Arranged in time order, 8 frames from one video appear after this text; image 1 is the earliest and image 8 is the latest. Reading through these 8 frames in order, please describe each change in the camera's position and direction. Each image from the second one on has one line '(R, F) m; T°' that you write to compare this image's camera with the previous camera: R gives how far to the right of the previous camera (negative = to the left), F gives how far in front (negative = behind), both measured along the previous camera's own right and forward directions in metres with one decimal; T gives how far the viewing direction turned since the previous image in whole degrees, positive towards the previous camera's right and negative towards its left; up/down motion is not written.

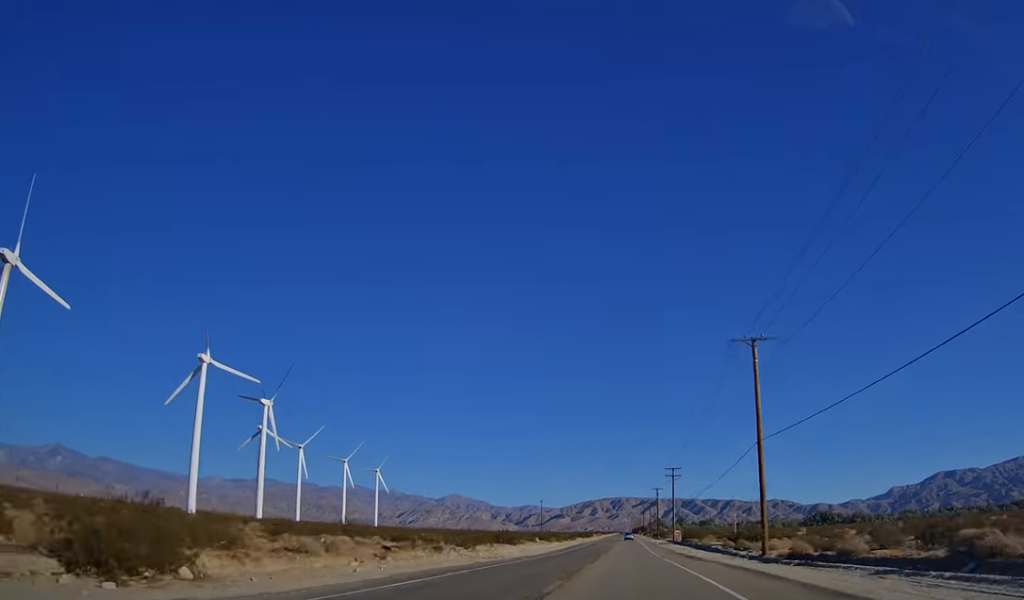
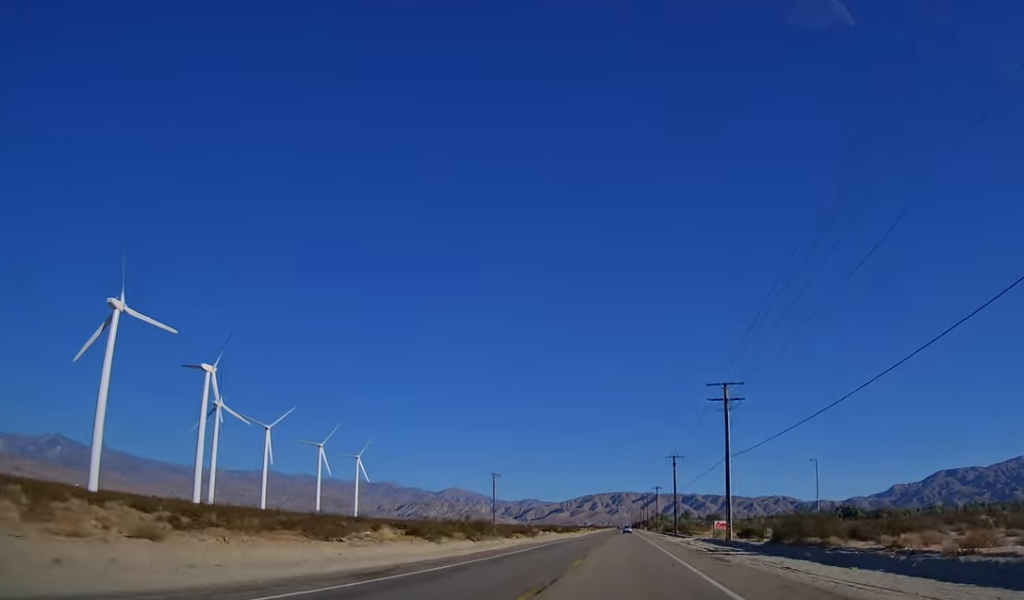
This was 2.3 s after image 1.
(0.0, +64.2) m; 0°
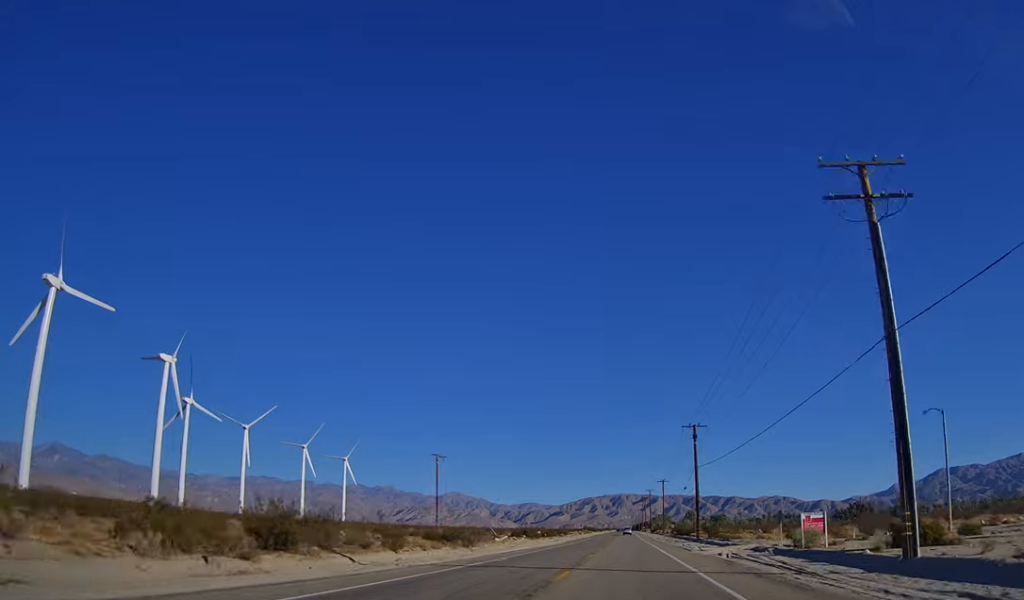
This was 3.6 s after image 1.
(0.0, +34.8) m; 0°
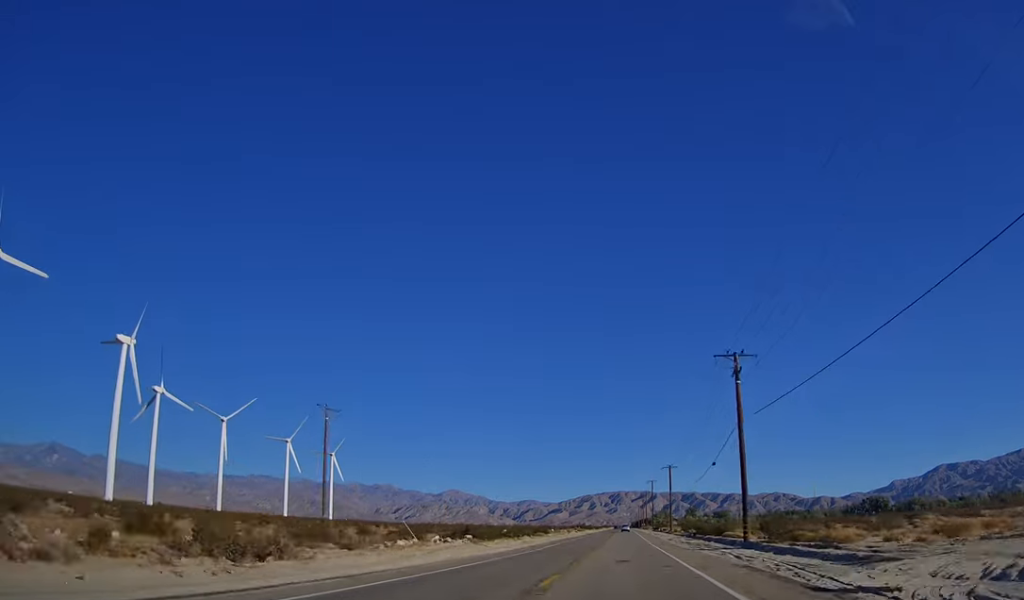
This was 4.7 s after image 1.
(0.0, +31.0) m; 0°
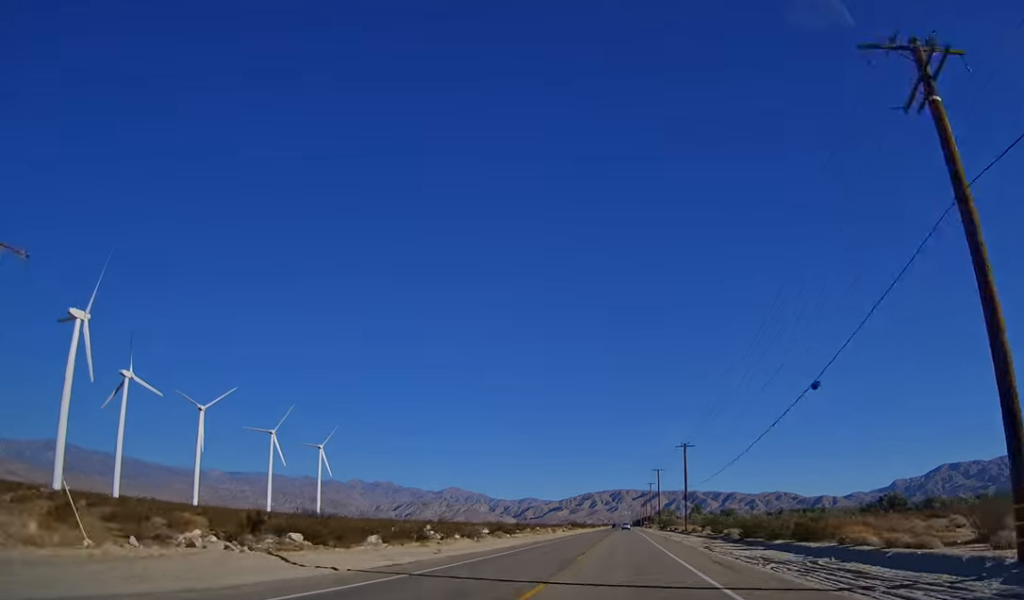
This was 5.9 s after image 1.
(0.0, +32.7) m; 0°
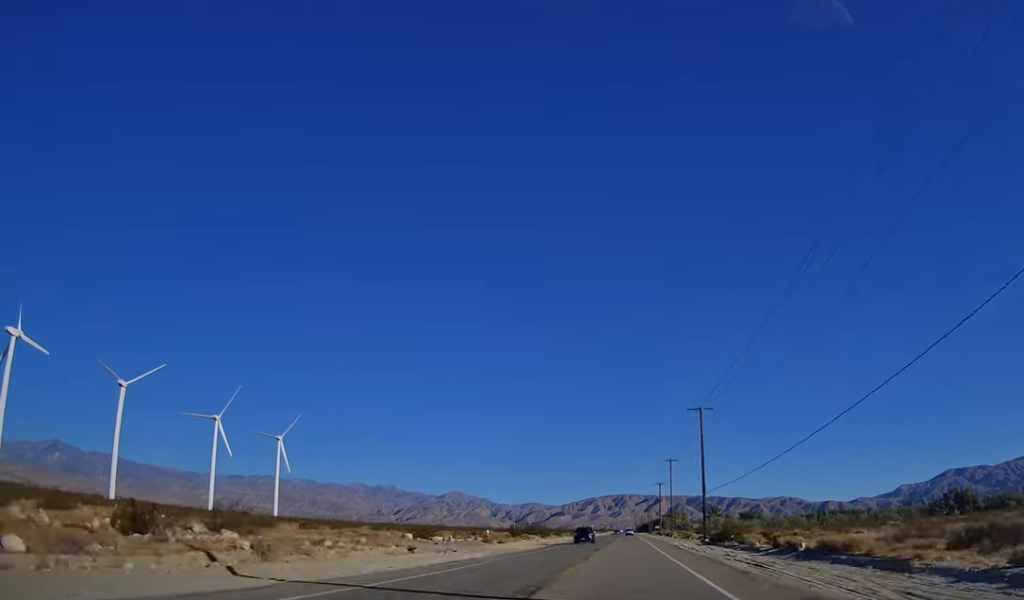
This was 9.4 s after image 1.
(0.0, +93.3) m; 0°
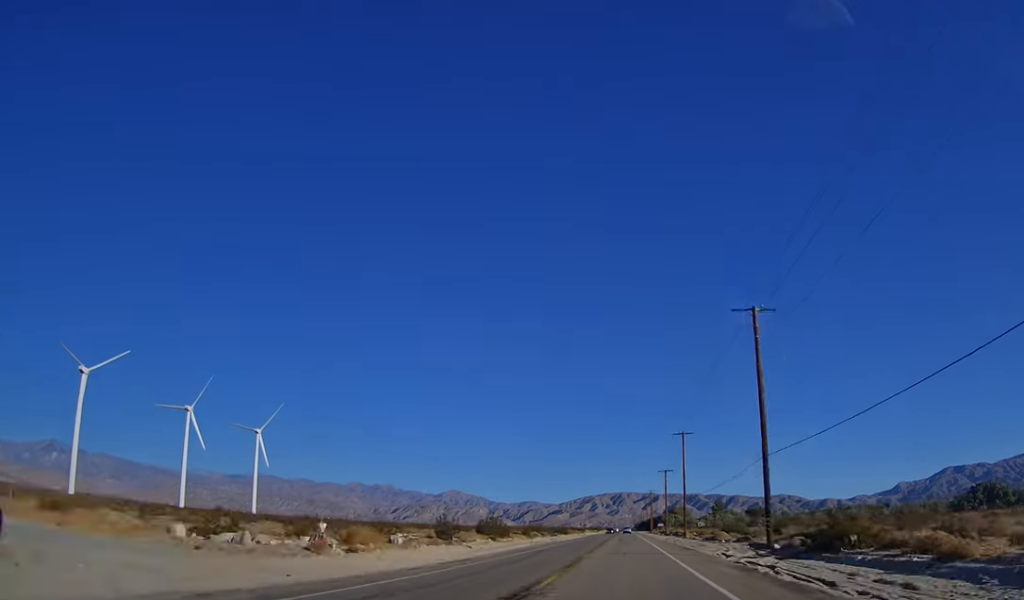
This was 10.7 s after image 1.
(0.0, +33.7) m; 0°
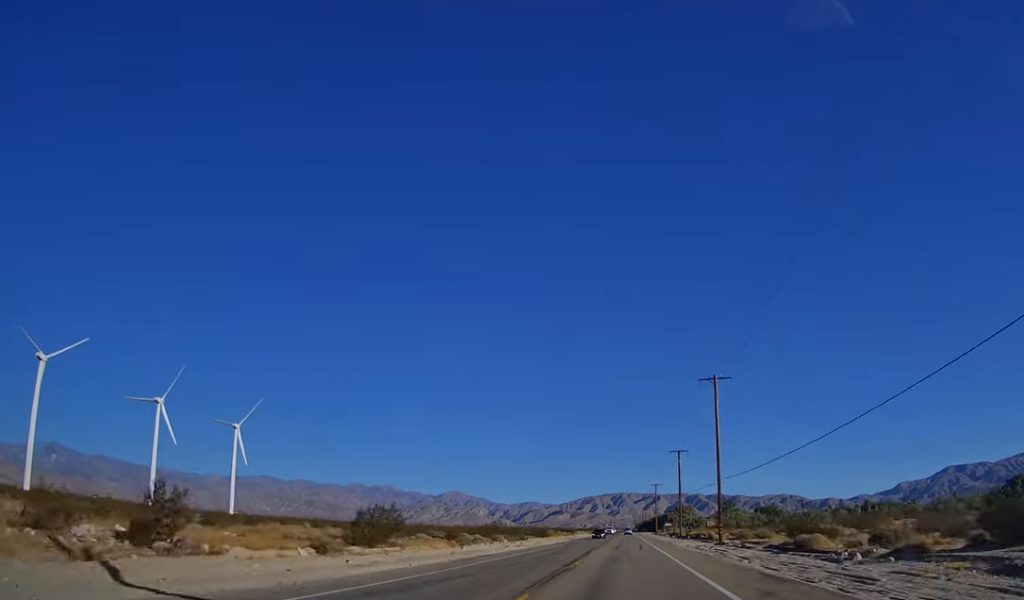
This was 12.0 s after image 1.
(0.0, +35.2) m; 0°
